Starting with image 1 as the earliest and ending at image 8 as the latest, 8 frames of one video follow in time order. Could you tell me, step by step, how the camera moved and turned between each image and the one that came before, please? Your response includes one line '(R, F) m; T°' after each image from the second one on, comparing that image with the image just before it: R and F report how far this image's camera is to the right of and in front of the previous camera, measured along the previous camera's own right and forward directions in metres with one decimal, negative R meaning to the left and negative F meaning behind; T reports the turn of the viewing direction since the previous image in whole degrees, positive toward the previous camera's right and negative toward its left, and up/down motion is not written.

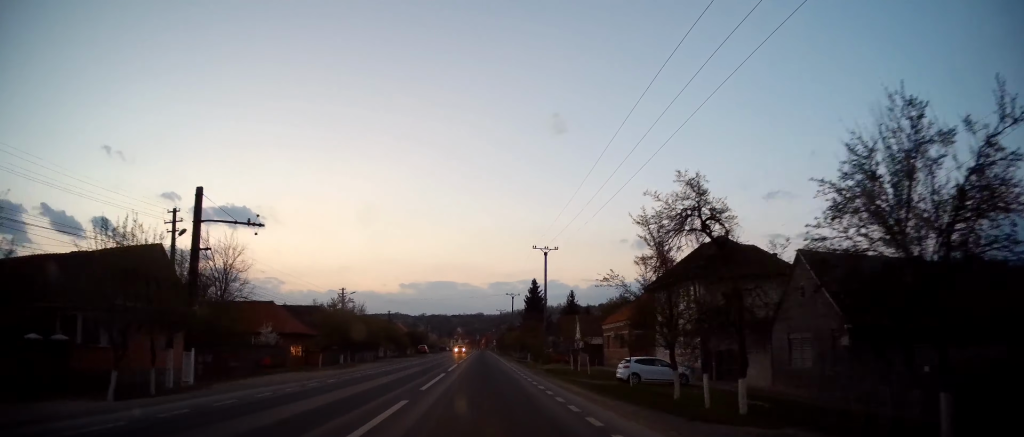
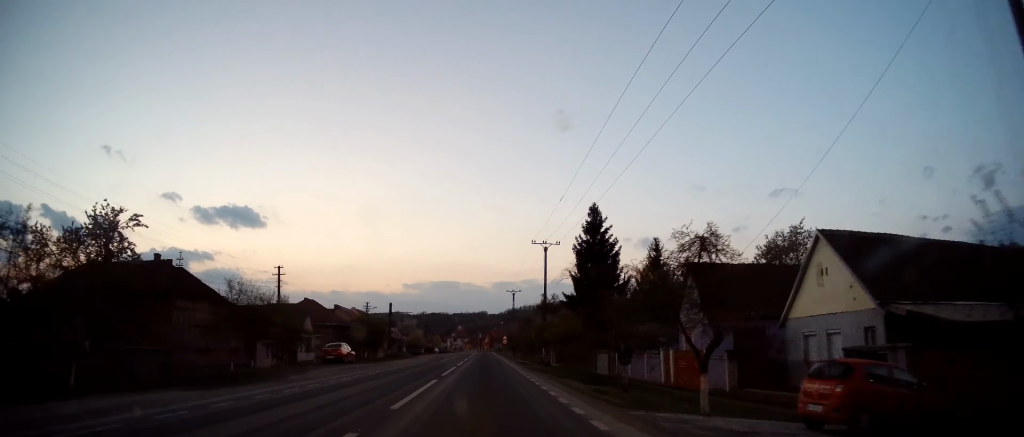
(0.0, +52.6) m; -1°
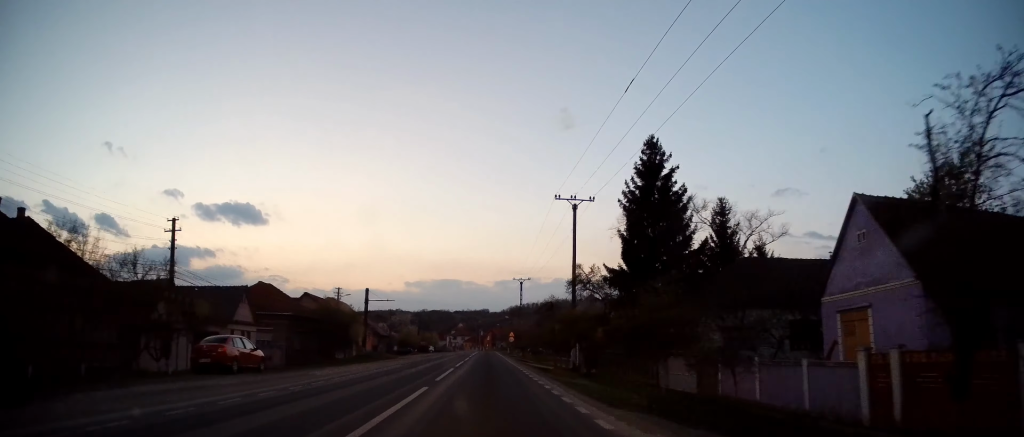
(-0.2, +16.1) m; 0°
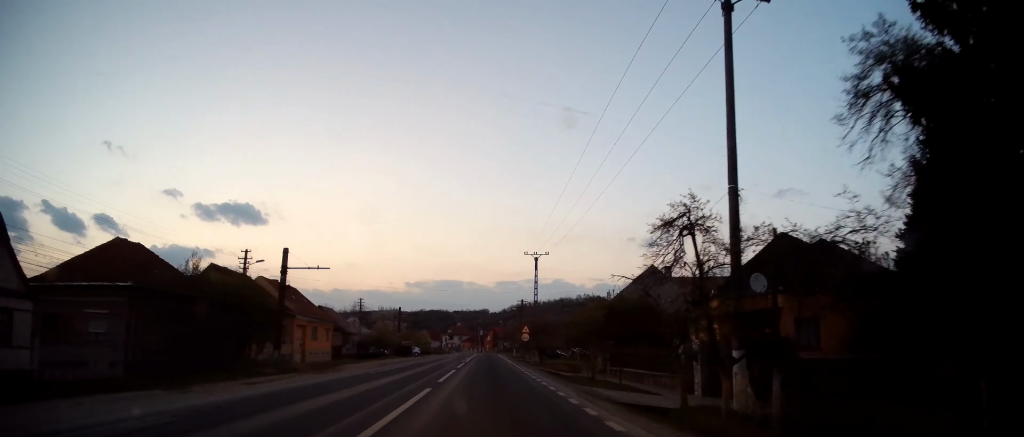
(+0.2, +24.6) m; 0°
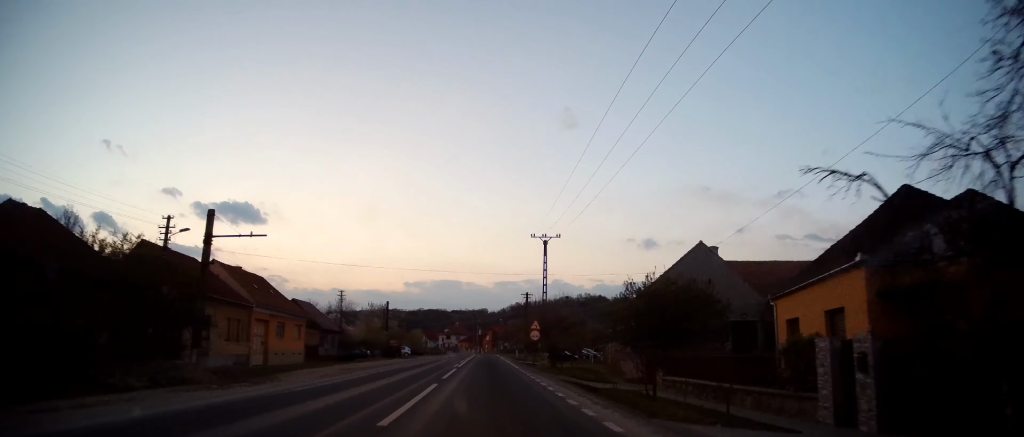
(-0.1, +10.0) m; 0°
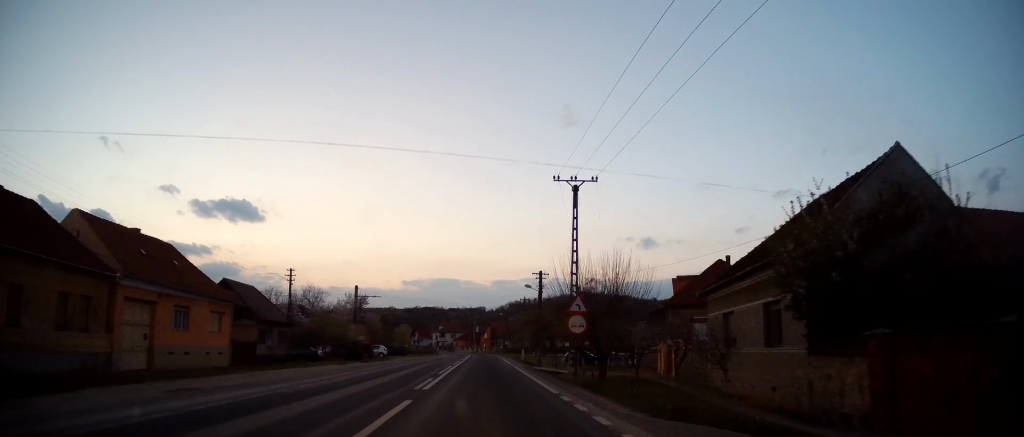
(-0.2, +17.7) m; 0°
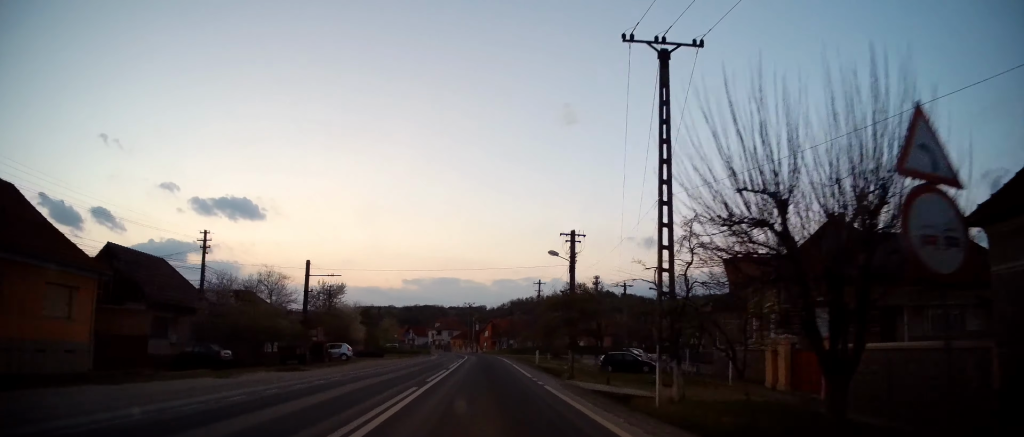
(+0.2, +17.8) m; +1°
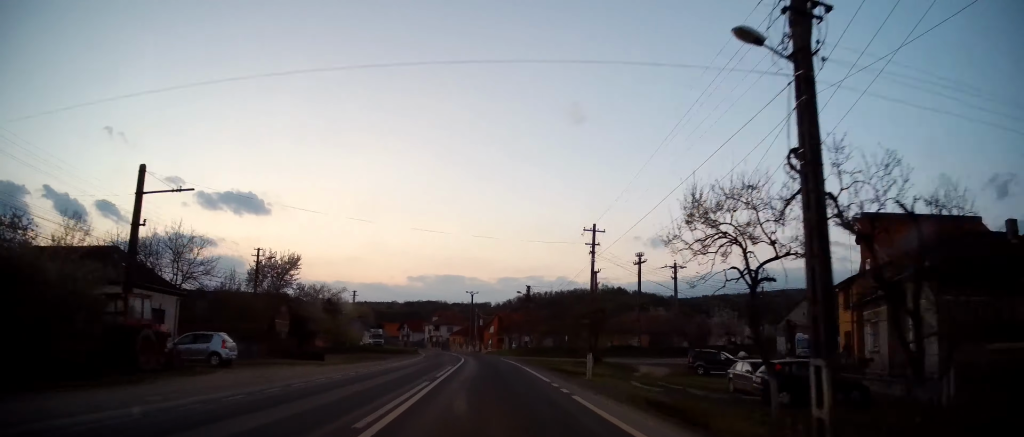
(0.0, +23.2) m; 0°
